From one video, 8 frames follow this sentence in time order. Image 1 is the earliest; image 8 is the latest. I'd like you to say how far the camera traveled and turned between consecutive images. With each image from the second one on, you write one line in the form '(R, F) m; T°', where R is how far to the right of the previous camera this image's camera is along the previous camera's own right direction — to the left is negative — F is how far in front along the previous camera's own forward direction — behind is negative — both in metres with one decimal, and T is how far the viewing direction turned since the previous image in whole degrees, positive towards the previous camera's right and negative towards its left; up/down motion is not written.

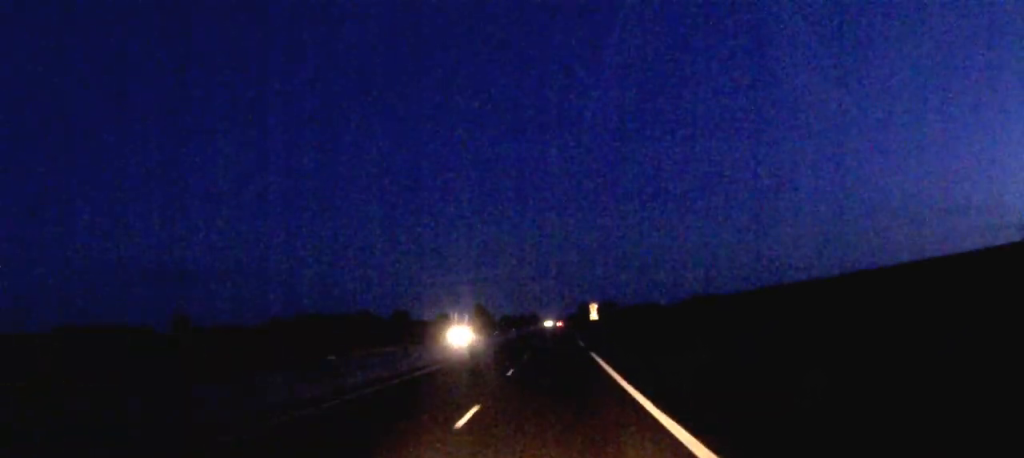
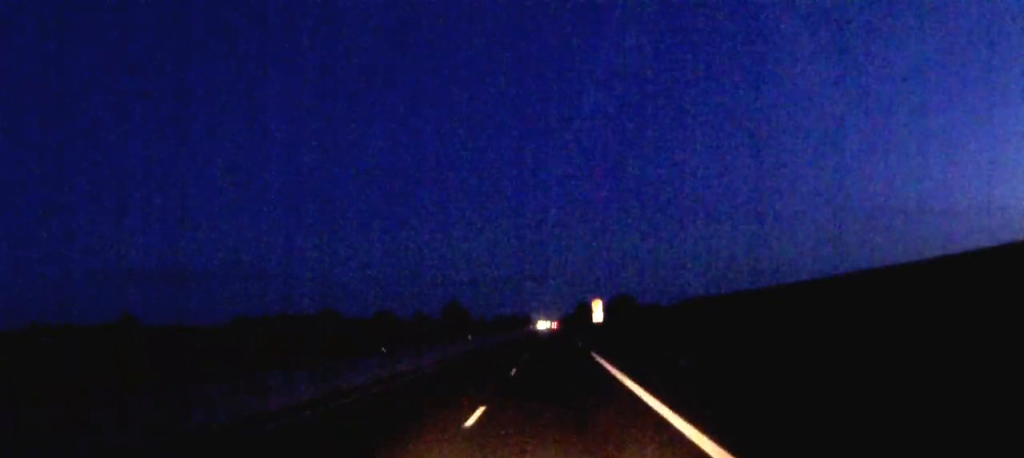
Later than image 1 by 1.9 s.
(+0.2, +52.4) m; 0°
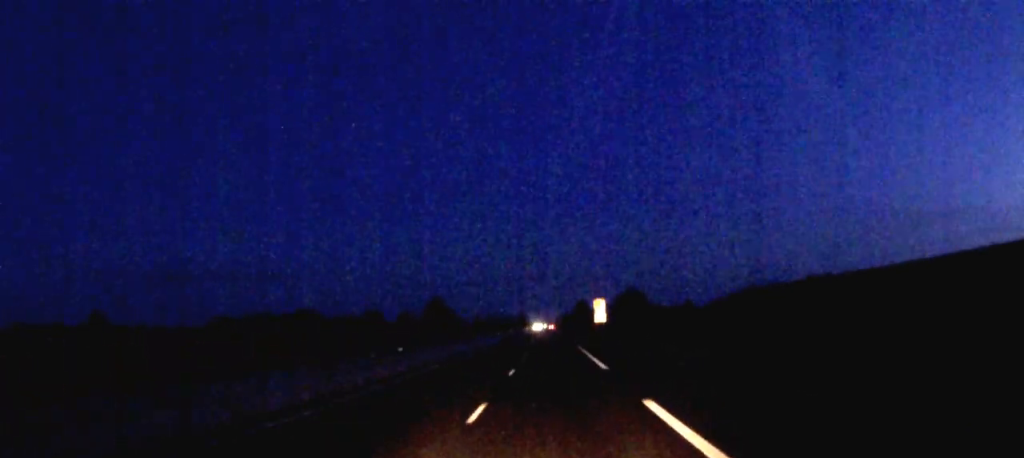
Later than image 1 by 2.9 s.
(+0.1, +25.4) m; 0°
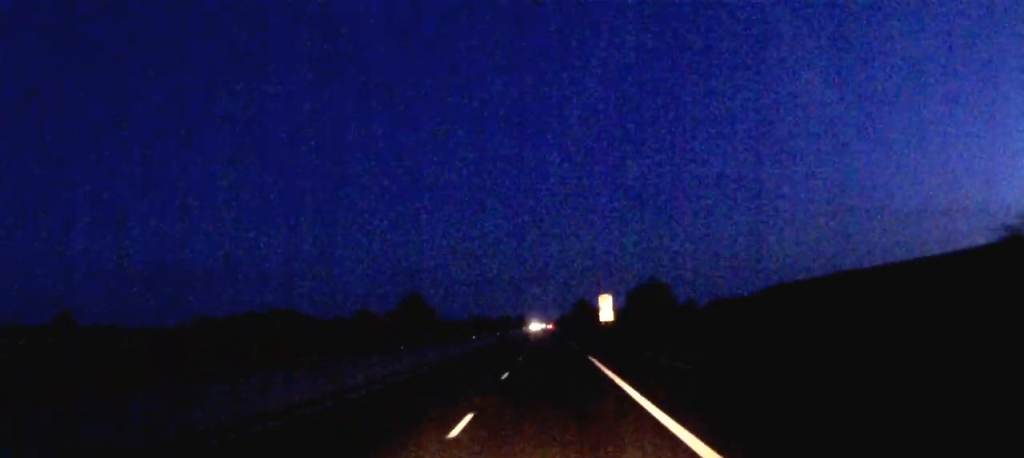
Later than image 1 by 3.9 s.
(0.0, +28.1) m; 0°
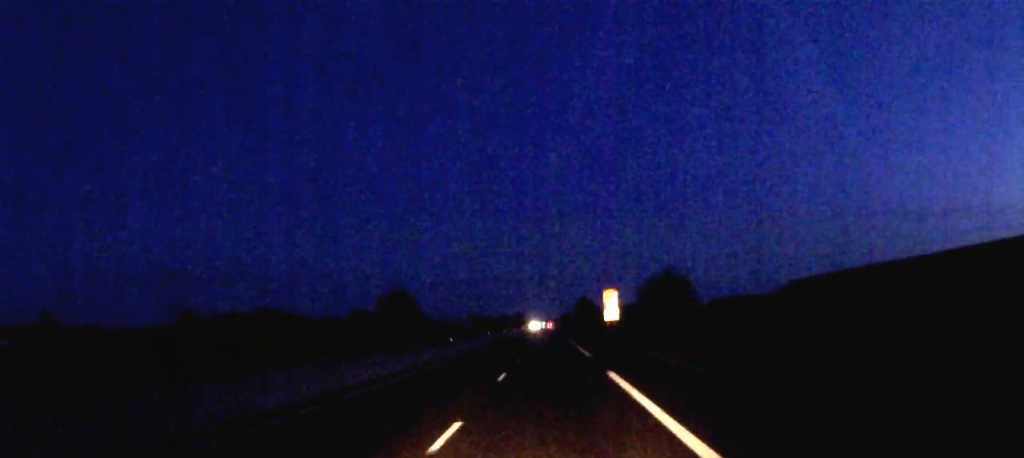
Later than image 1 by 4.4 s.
(0.0, +14.5) m; 0°
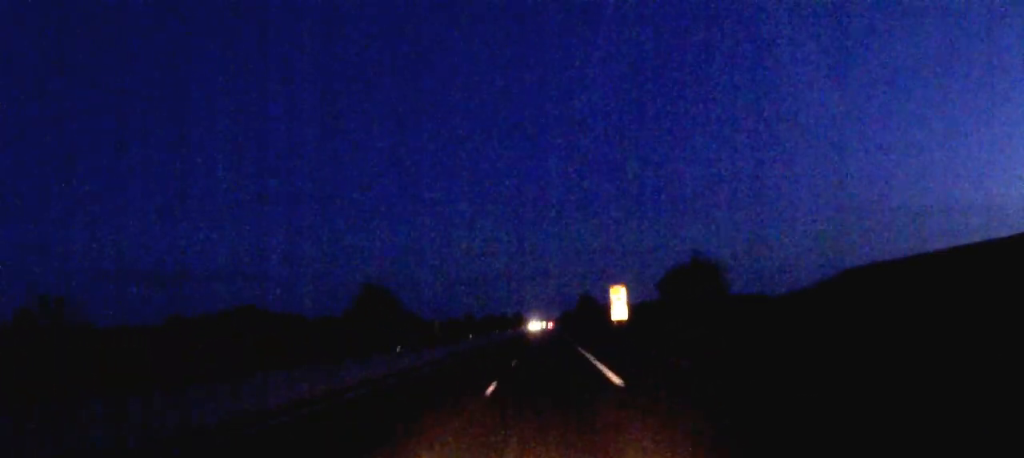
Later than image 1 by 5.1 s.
(0.0, +17.2) m; 0°
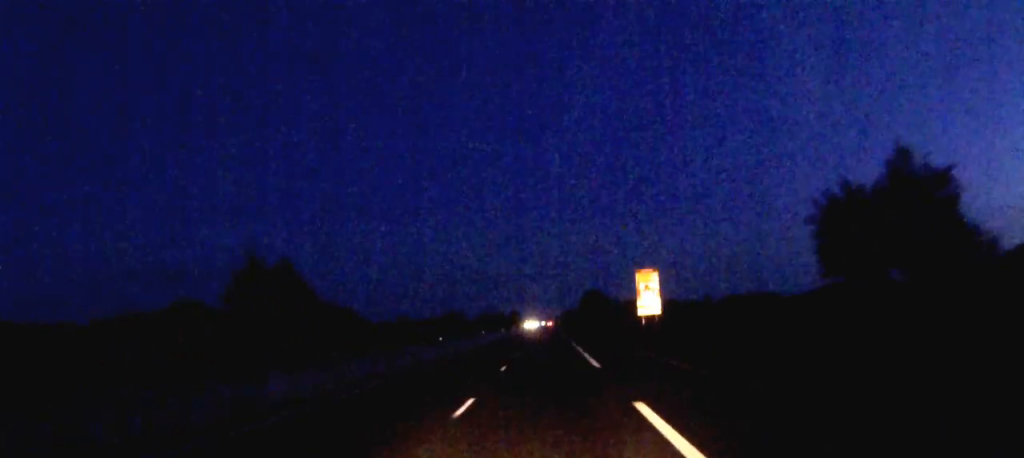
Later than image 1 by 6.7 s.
(-0.1, +44.3) m; 0°
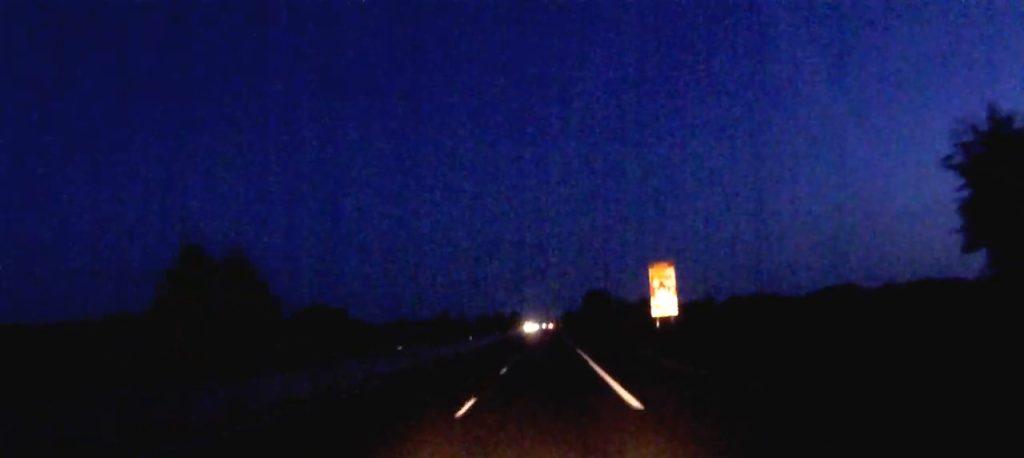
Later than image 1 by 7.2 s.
(0.0, +12.7) m; 0°
